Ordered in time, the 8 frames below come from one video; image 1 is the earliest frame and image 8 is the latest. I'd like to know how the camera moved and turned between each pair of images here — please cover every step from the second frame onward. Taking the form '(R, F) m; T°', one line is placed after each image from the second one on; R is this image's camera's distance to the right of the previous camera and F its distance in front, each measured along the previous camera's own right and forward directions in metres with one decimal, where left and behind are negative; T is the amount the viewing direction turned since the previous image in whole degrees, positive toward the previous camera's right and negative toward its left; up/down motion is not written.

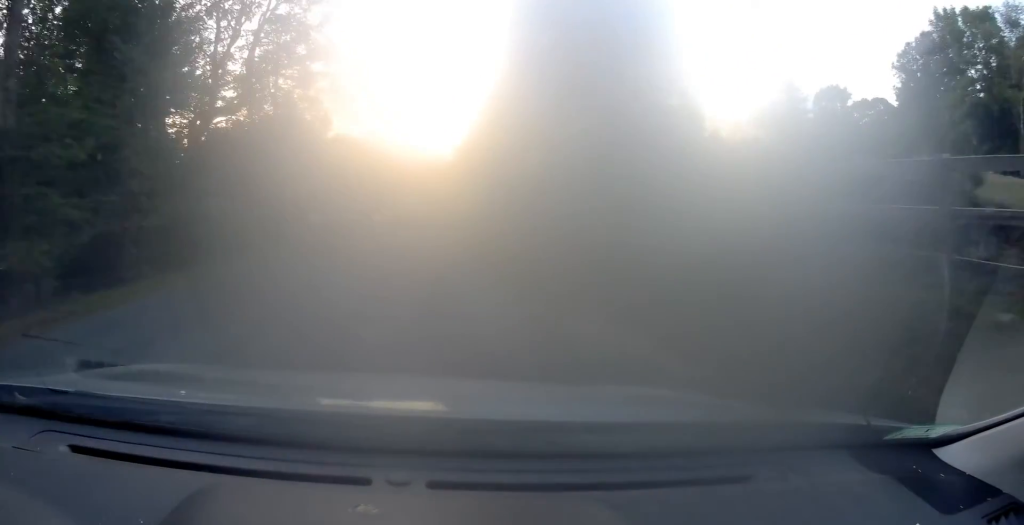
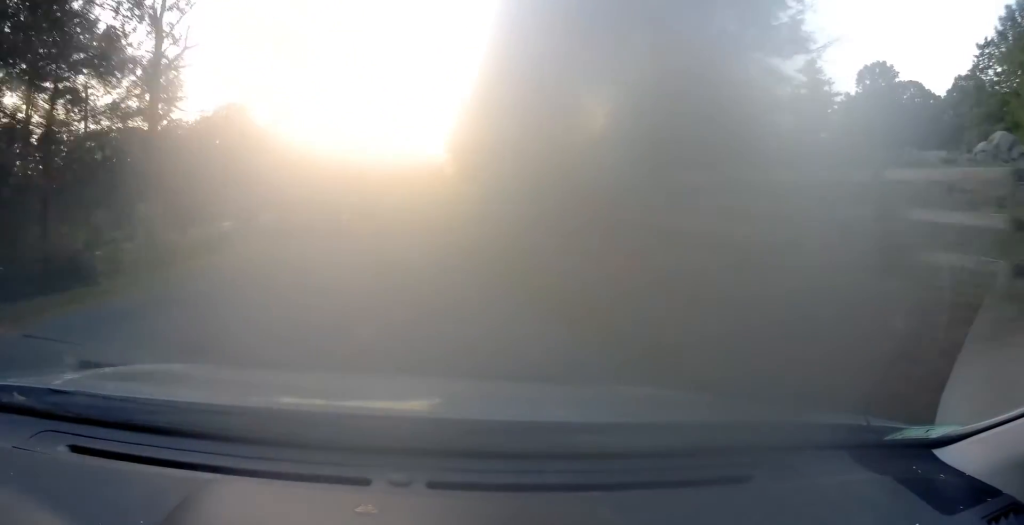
(+0.1, +16.4) m; +1°
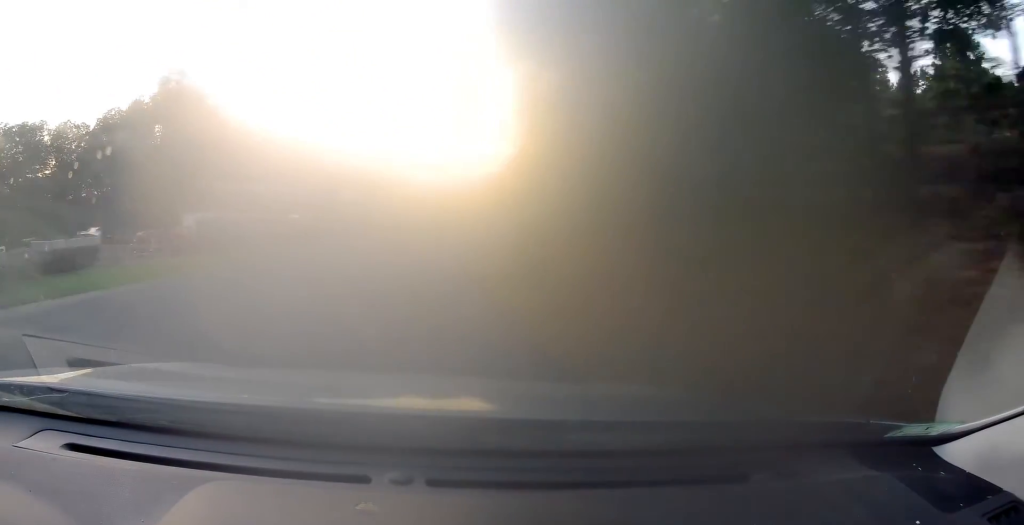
(+0.2, +20.0) m; +3°
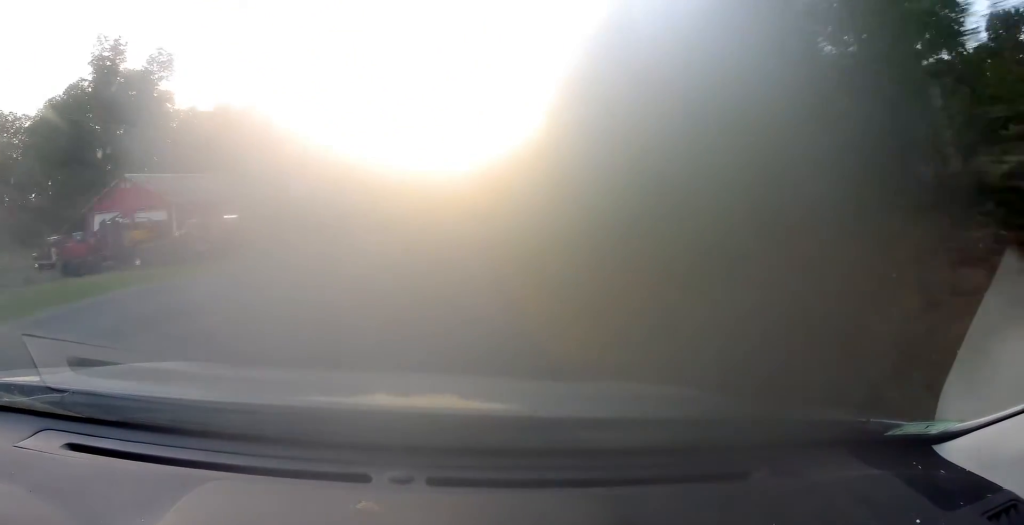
(+0.3, +12.9) m; +4°
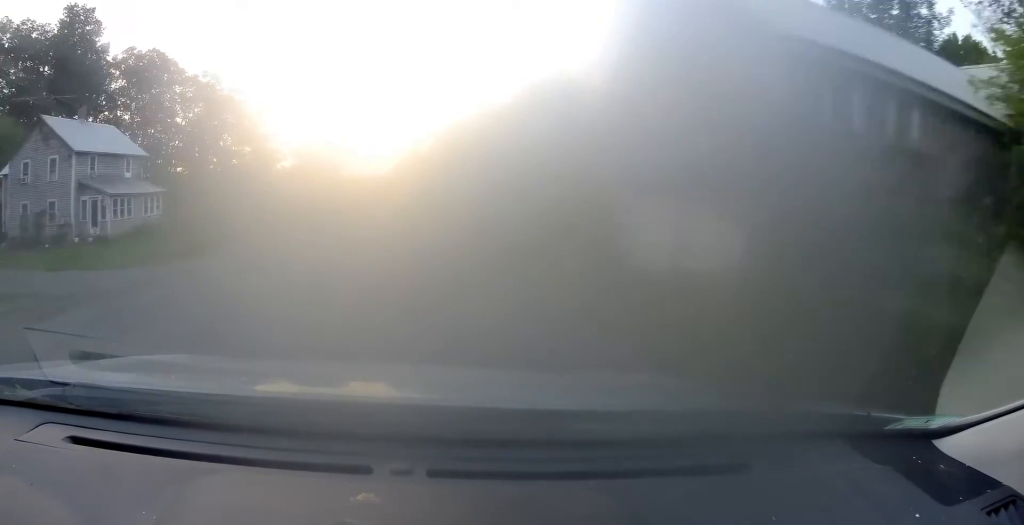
(+4.3, +54.3) m; +6°
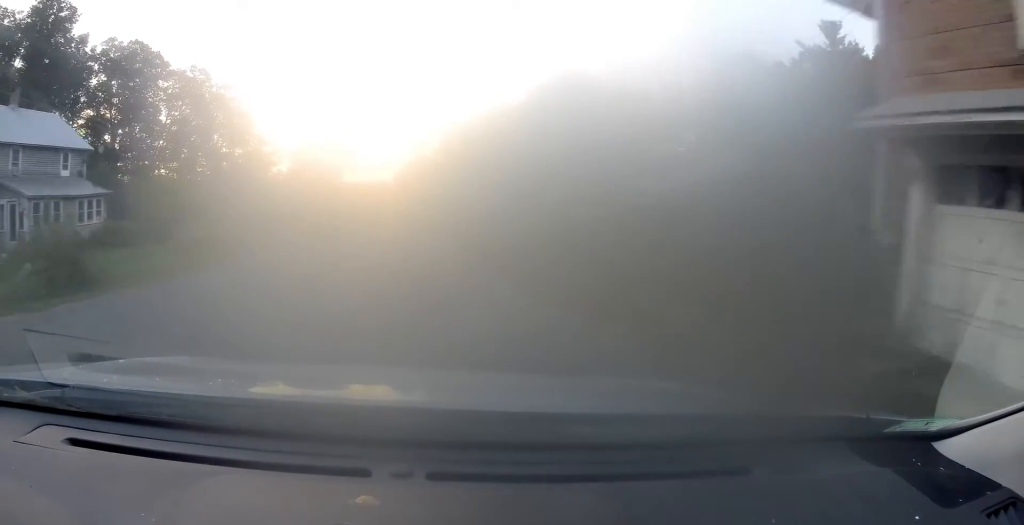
(0.0, +9.3) m; 0°
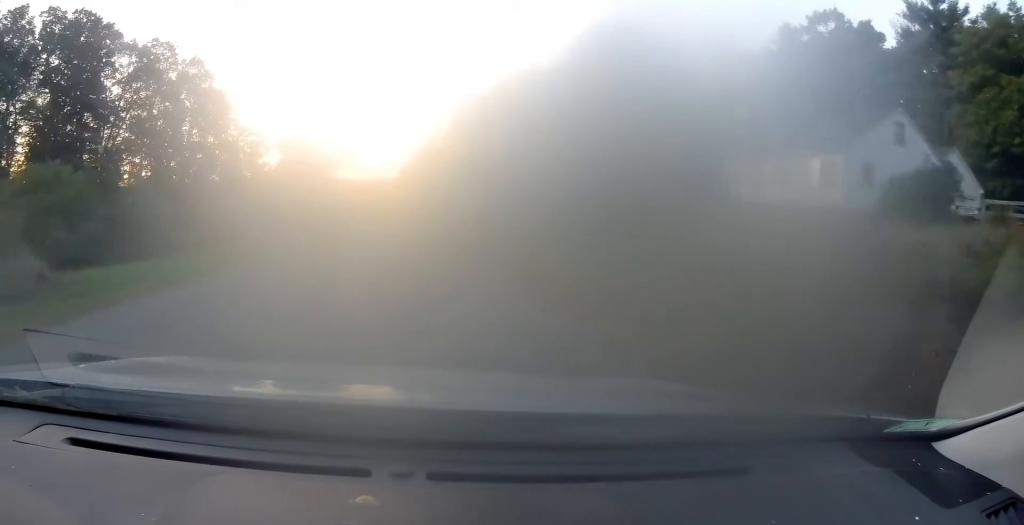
(-0.1, +16.8) m; -1°
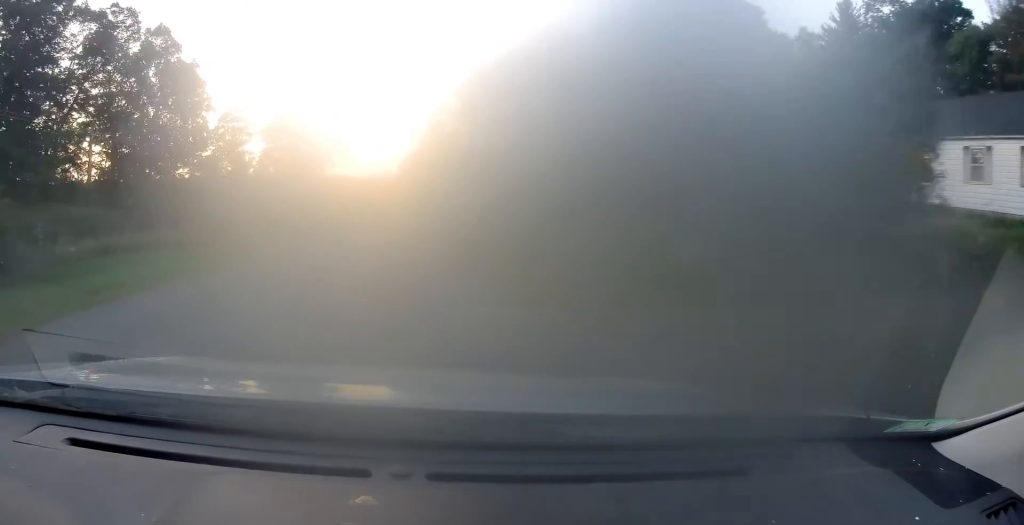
(-0.1, +13.9) m; 0°
